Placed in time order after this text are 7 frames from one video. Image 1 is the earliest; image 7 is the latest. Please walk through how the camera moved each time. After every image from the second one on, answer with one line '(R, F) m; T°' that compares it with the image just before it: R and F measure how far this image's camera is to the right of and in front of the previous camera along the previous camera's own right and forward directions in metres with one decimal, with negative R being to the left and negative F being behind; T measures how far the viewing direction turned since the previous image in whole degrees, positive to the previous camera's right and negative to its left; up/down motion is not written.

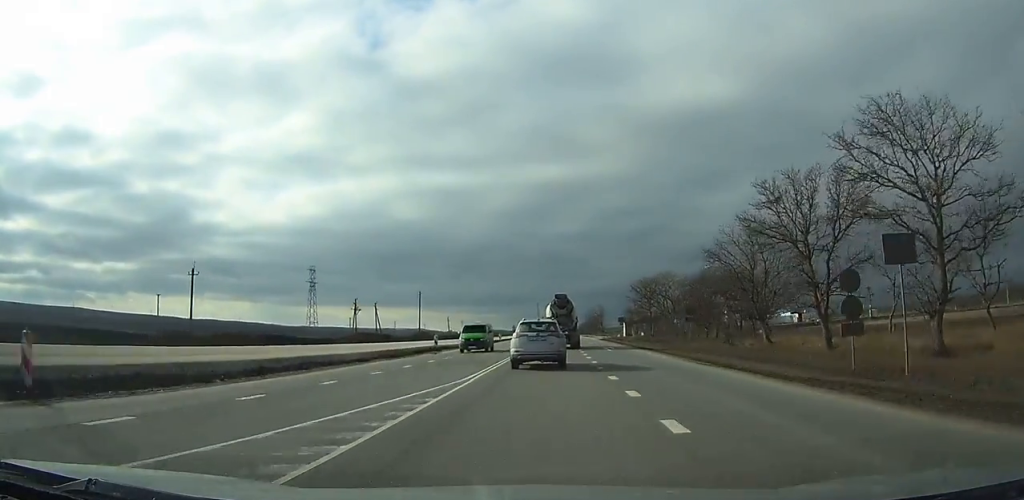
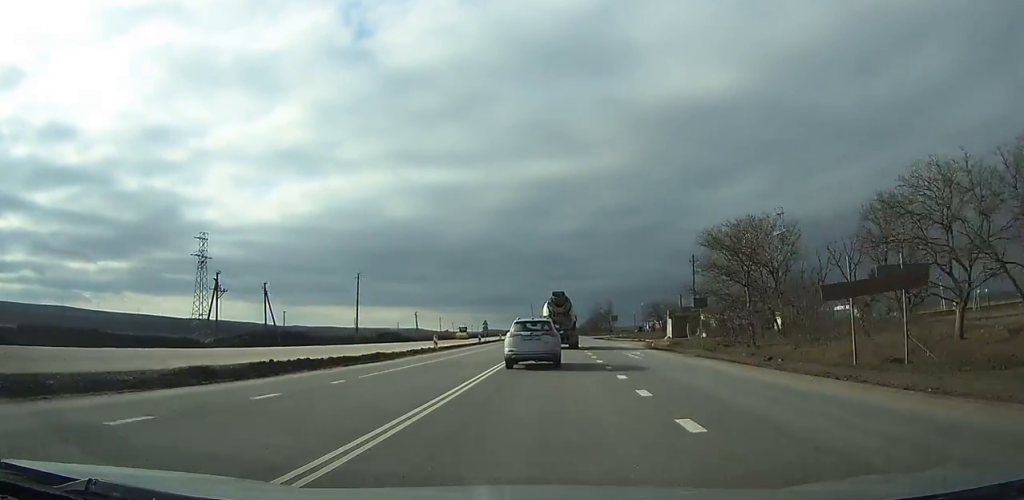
(-0.1, +47.6) m; 0°
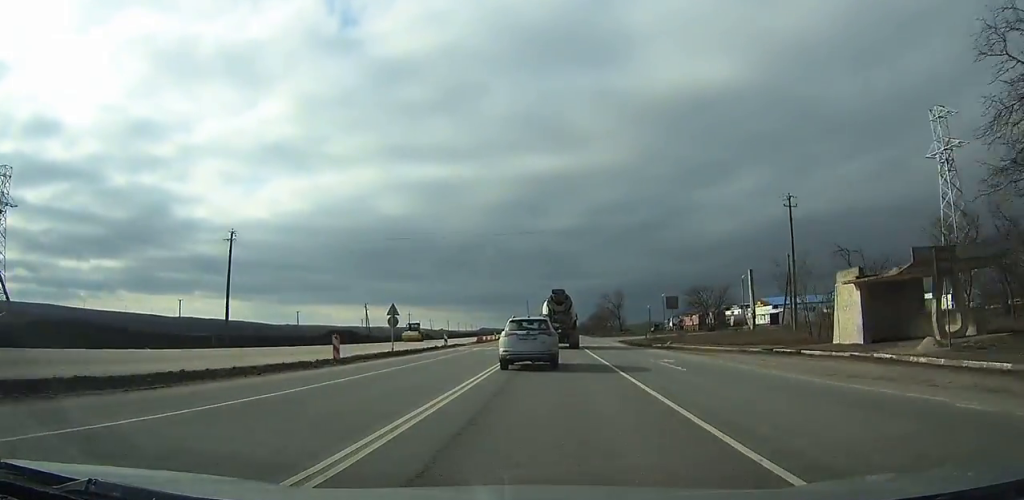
(-0.2, +43.9) m; 0°
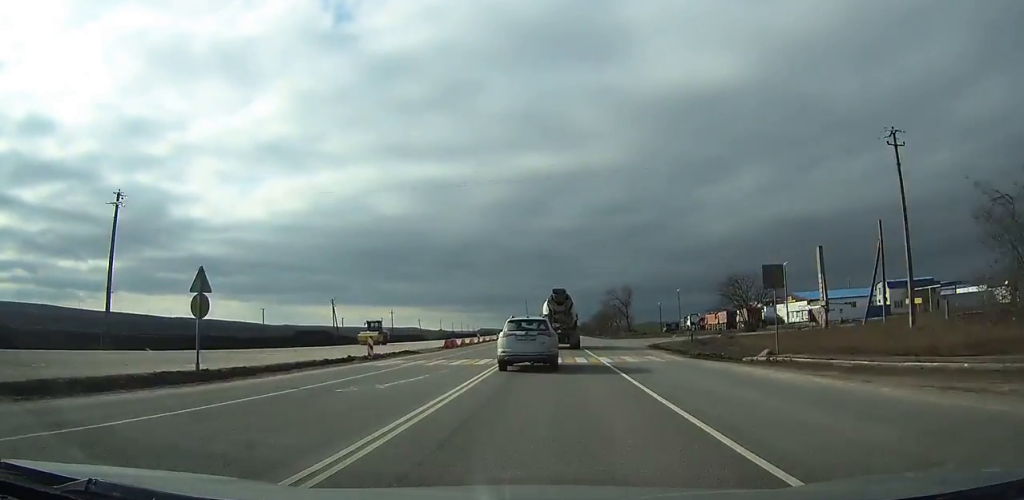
(0.0, +20.0) m; 0°
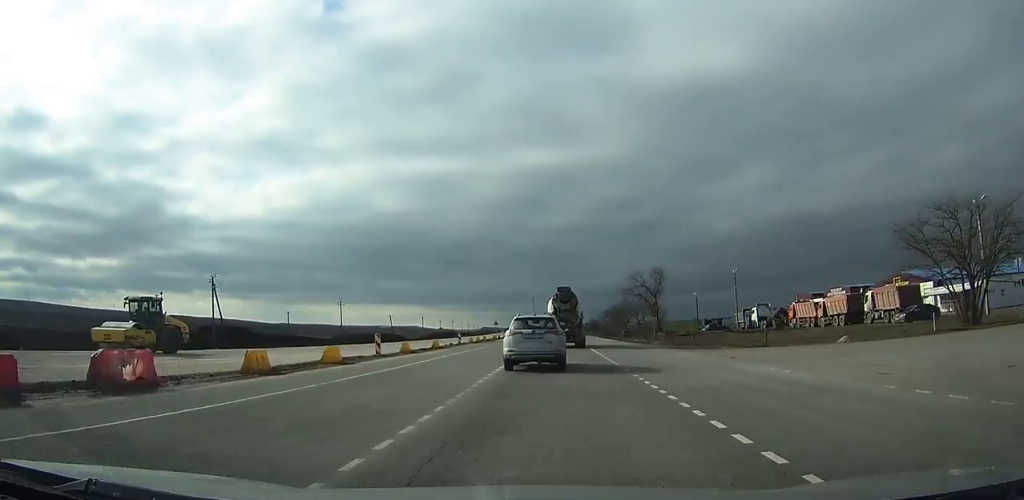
(0.0, +42.5) m; 0°
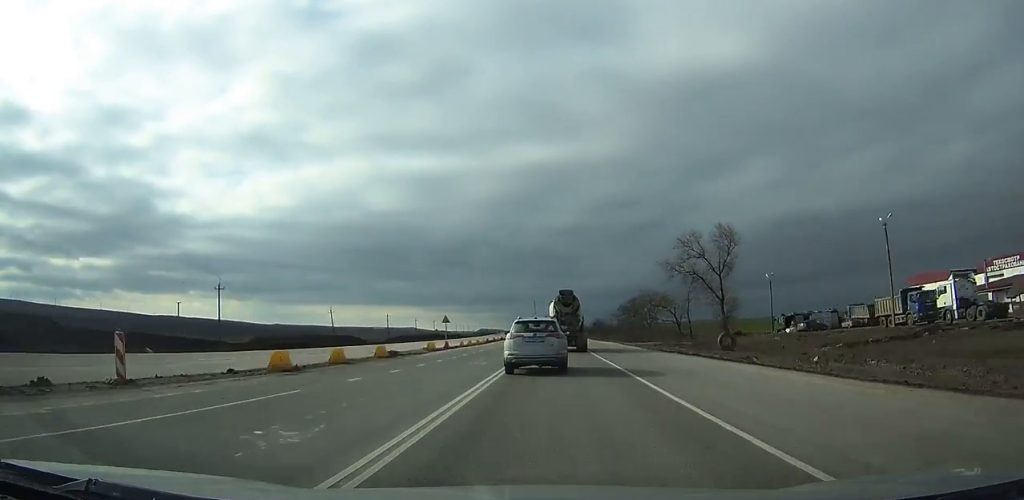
(+0.3, +47.3) m; +1°
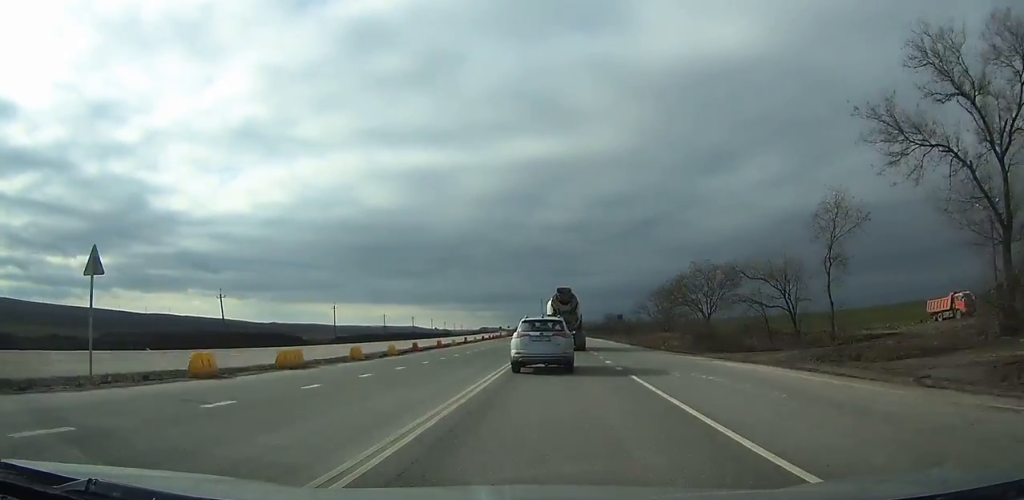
(+0.1, +46.6) m; 0°
